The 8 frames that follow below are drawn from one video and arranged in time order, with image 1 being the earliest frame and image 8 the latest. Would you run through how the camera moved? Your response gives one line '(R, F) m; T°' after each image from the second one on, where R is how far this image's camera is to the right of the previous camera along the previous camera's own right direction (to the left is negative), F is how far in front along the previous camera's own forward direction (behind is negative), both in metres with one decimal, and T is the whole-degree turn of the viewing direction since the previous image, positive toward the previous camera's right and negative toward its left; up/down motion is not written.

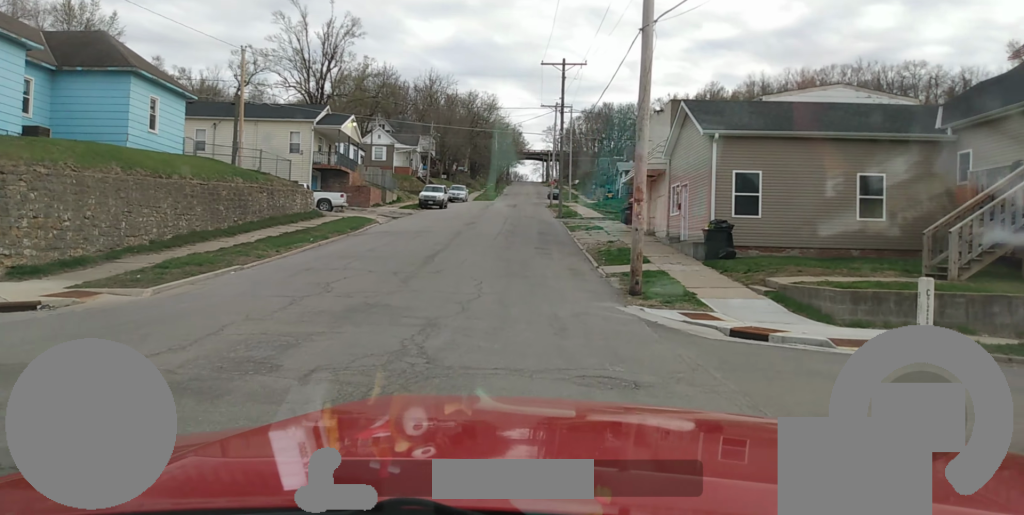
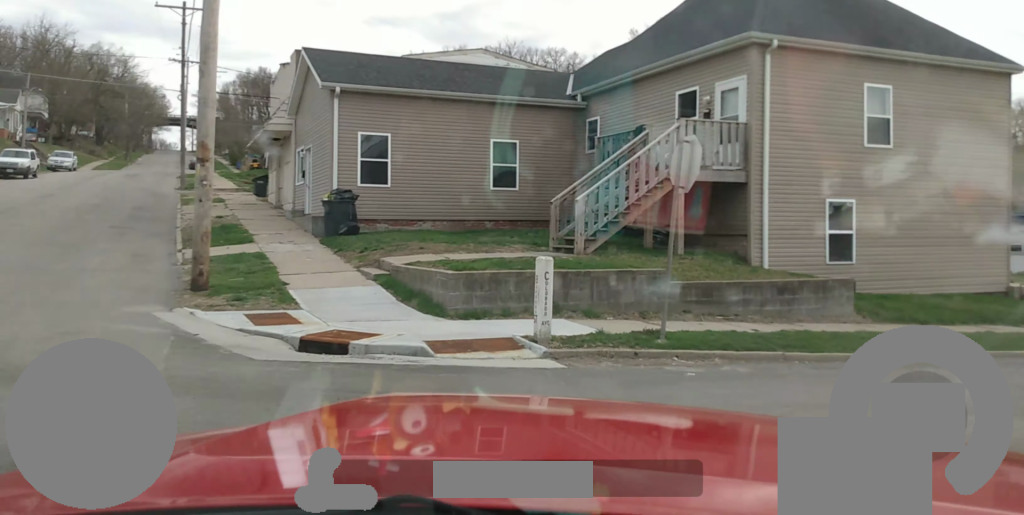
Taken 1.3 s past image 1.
(+0.9, +5.1) m; +22°
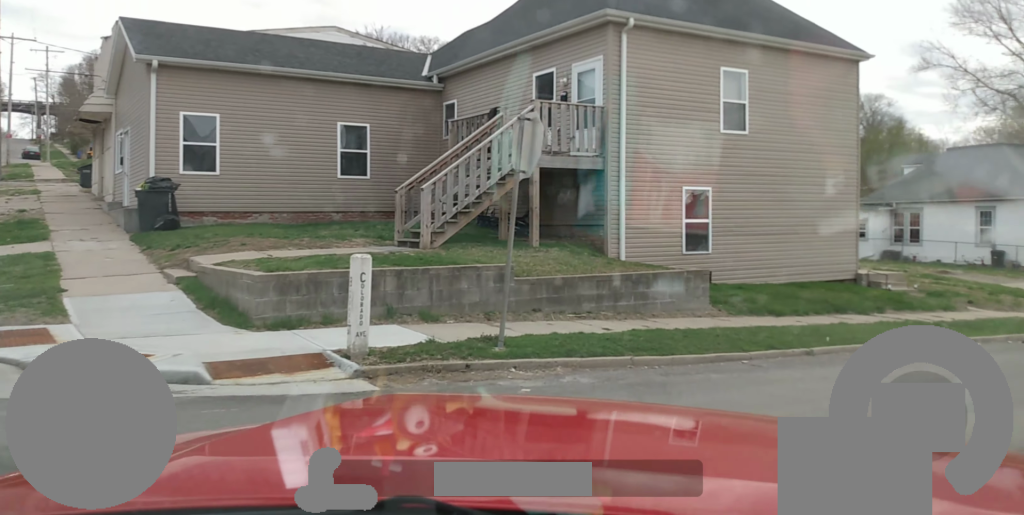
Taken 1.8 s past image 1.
(+0.2, +1.7) m; +9°
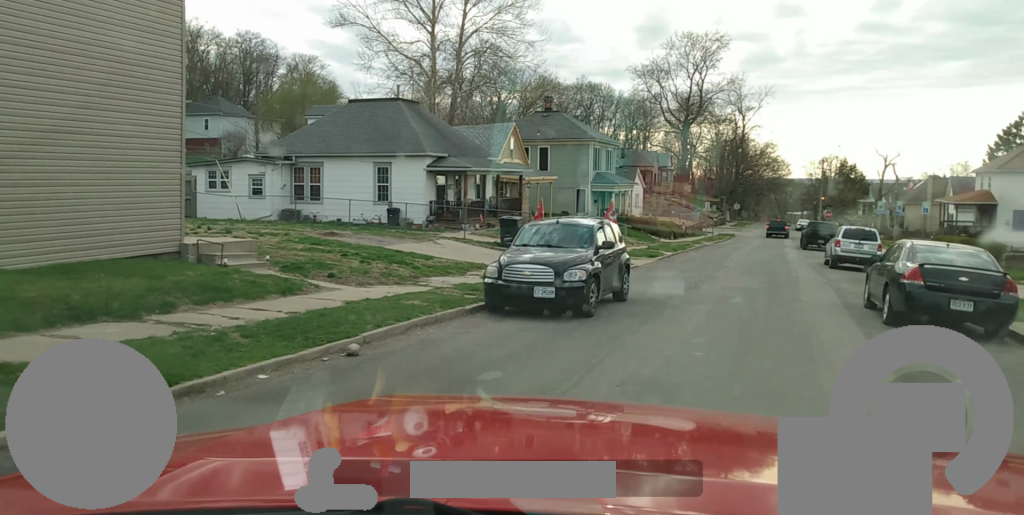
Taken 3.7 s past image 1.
(+2.1, +6.0) m; +38°
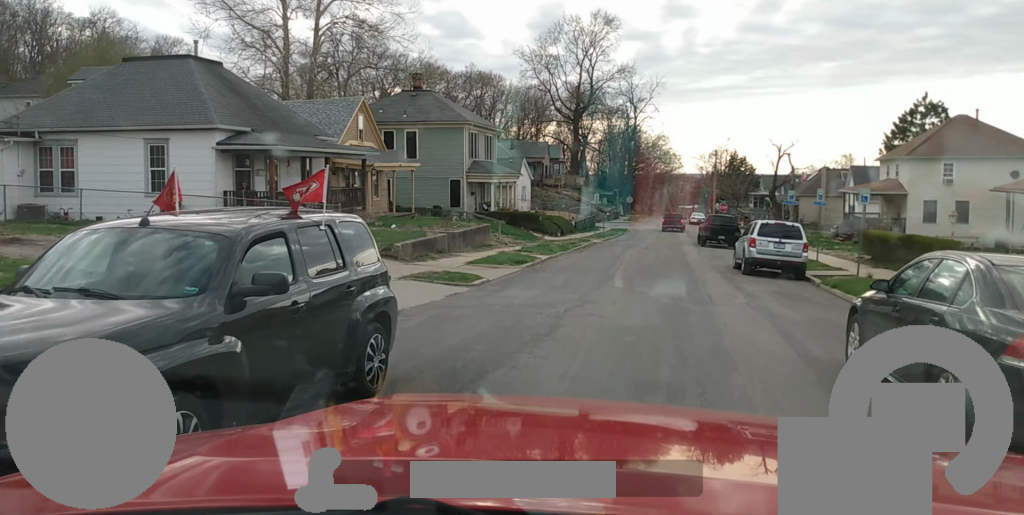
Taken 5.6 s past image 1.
(+1.2, +7.6) m; +14°
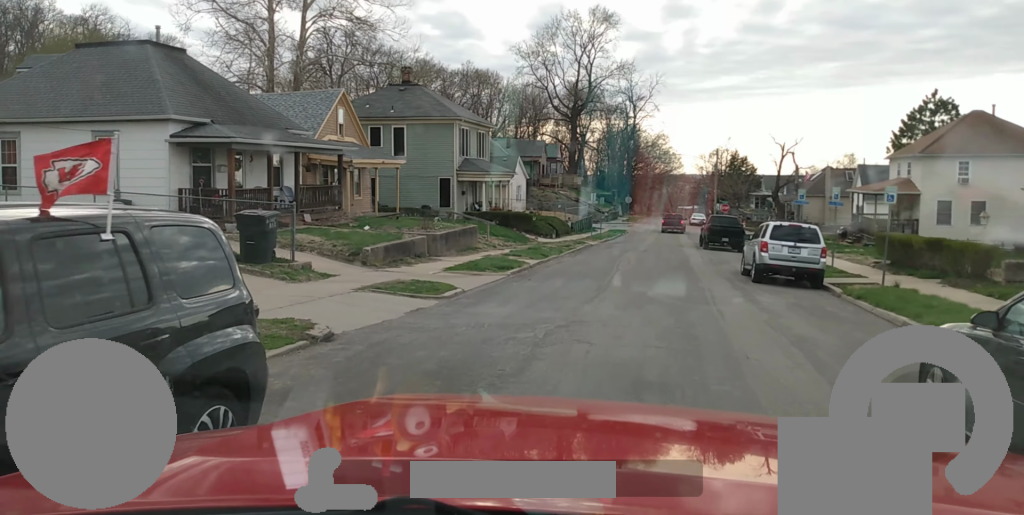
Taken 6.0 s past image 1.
(0.0, +2.4) m; 0°
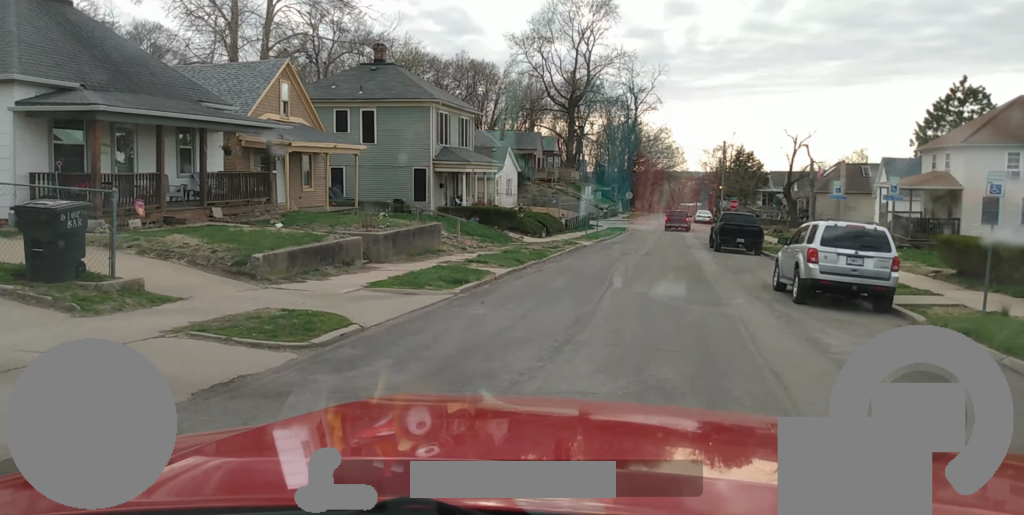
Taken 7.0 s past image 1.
(0.0, +5.4) m; 0°
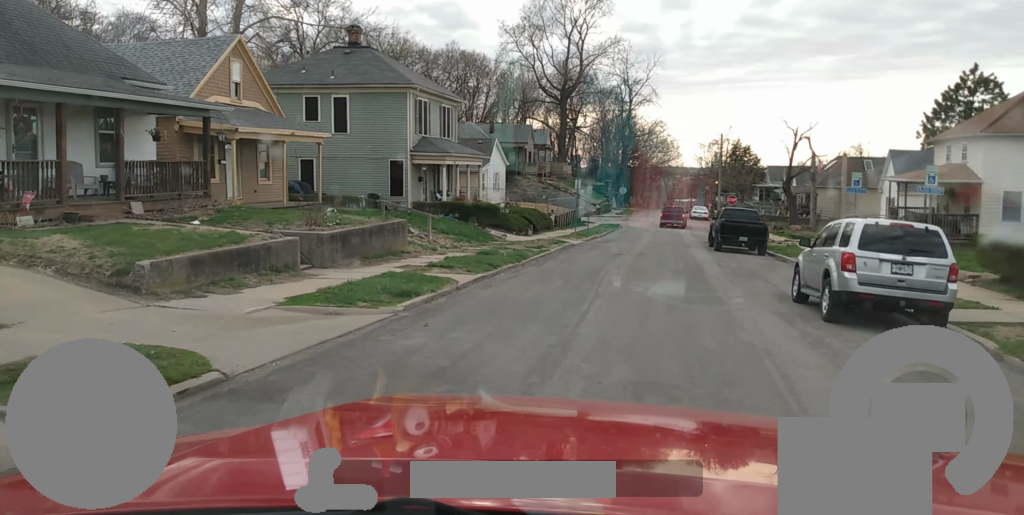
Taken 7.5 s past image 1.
(-0.1, +3.0) m; +1°
